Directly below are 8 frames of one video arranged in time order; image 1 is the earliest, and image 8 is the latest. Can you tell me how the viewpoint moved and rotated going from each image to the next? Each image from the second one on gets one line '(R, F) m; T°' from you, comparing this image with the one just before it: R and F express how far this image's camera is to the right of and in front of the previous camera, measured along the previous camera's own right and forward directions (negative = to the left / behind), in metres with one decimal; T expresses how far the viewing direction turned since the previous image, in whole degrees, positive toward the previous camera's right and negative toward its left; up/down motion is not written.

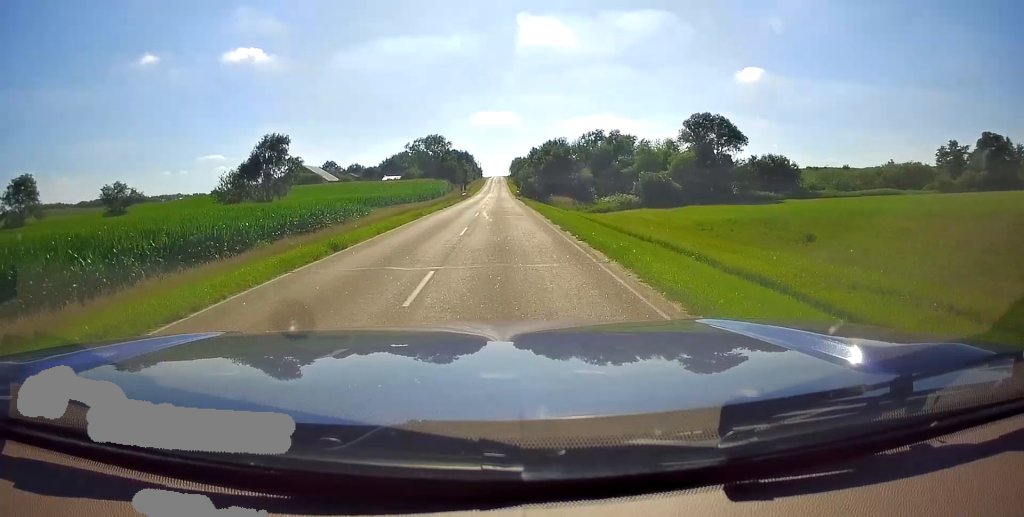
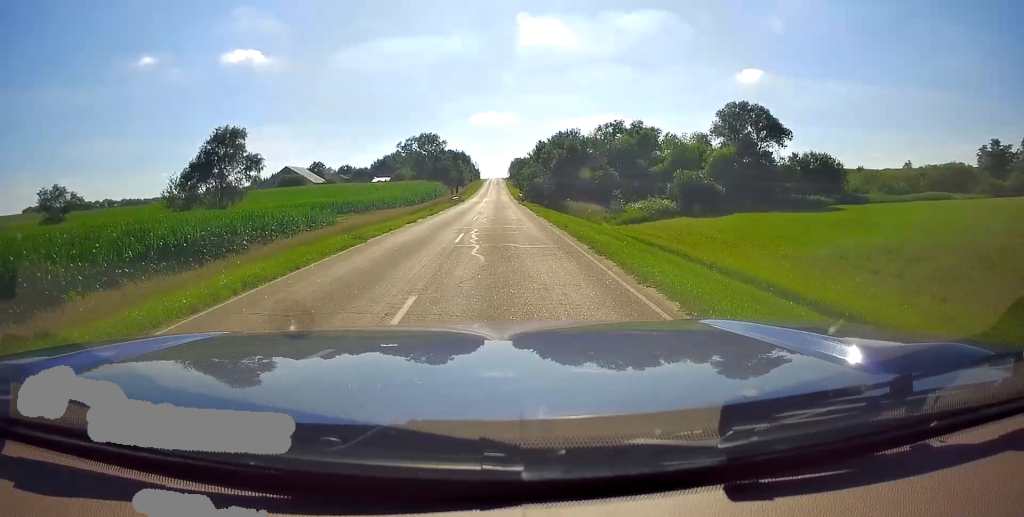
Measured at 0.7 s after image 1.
(0.0, +14.0) m; 0°
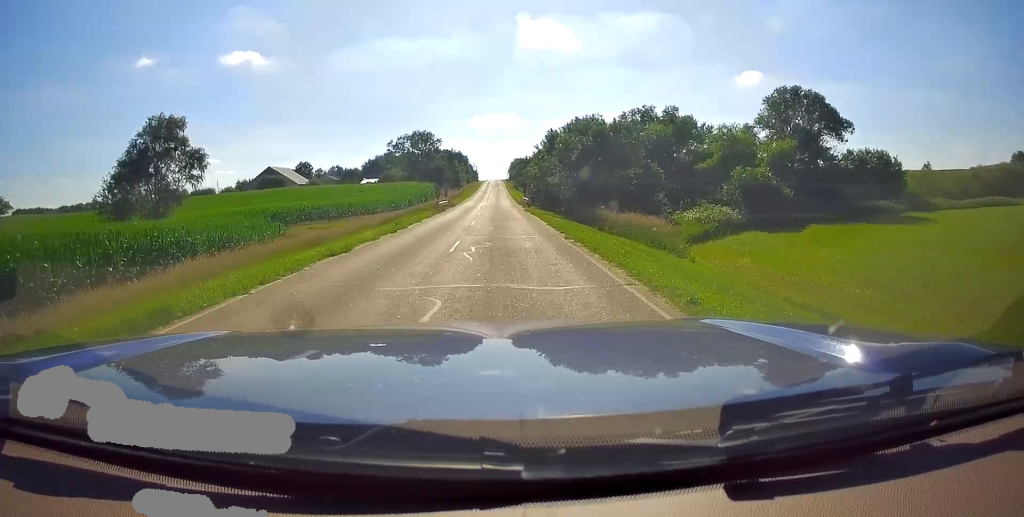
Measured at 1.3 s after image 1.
(0.0, +13.9) m; 0°
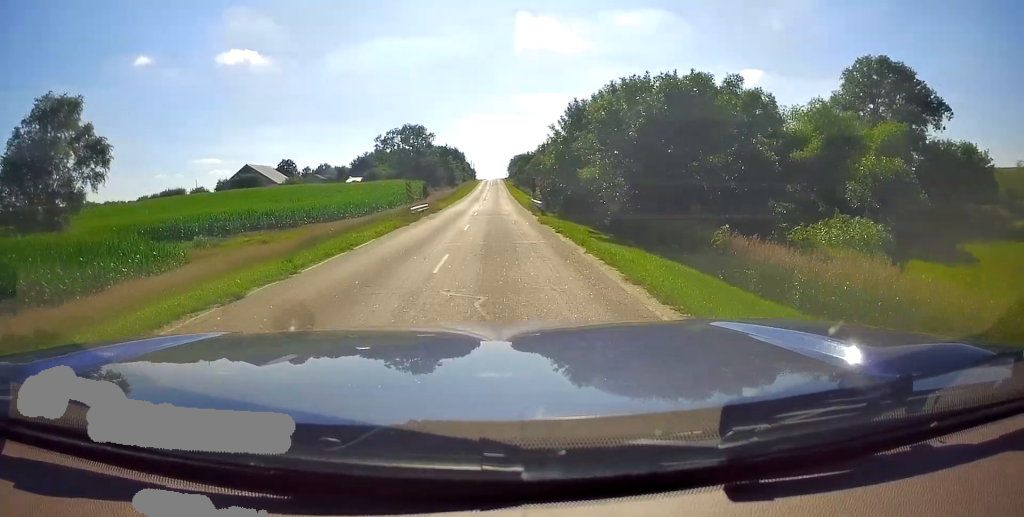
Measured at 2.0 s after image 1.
(0.0, +15.5) m; 0°
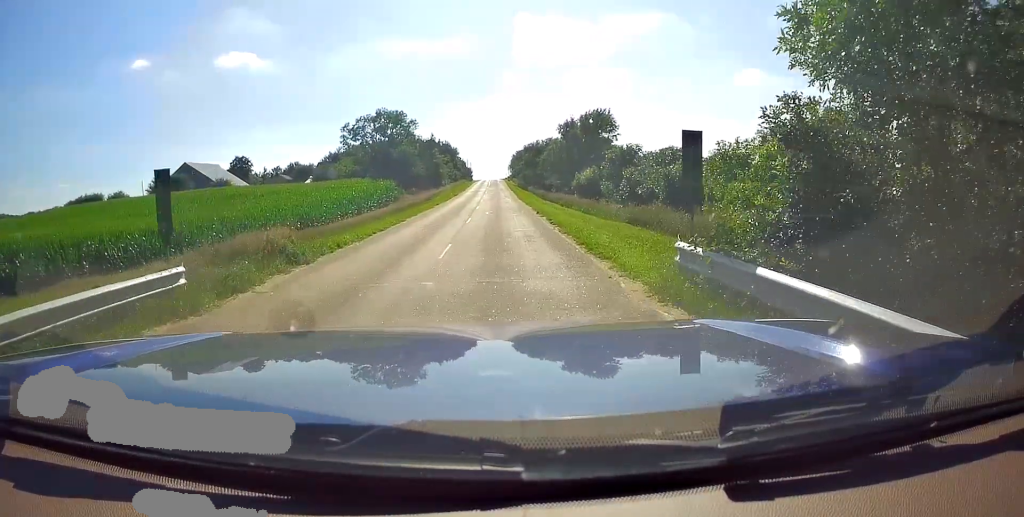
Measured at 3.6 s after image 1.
(0.0, +33.6) m; -1°
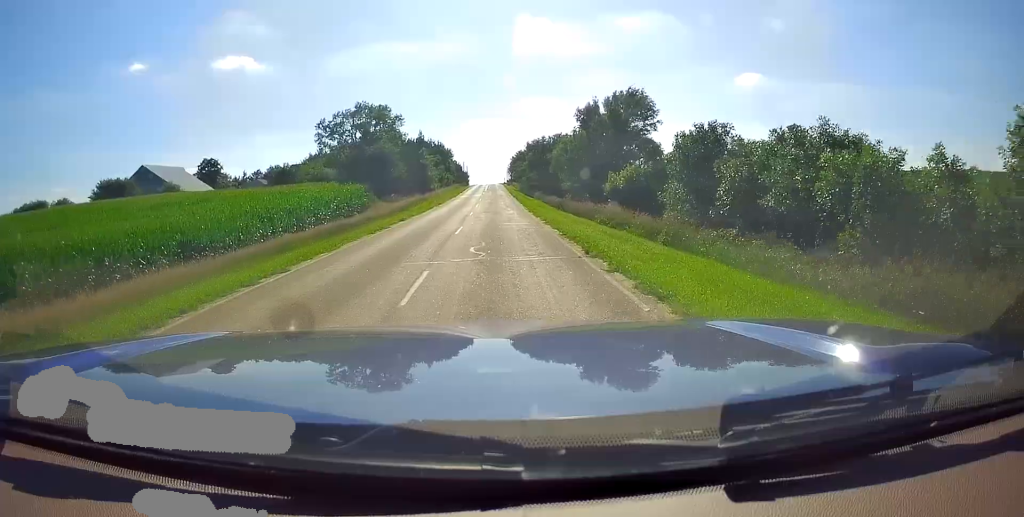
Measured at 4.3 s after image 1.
(-0.3, +16.6) m; 0°
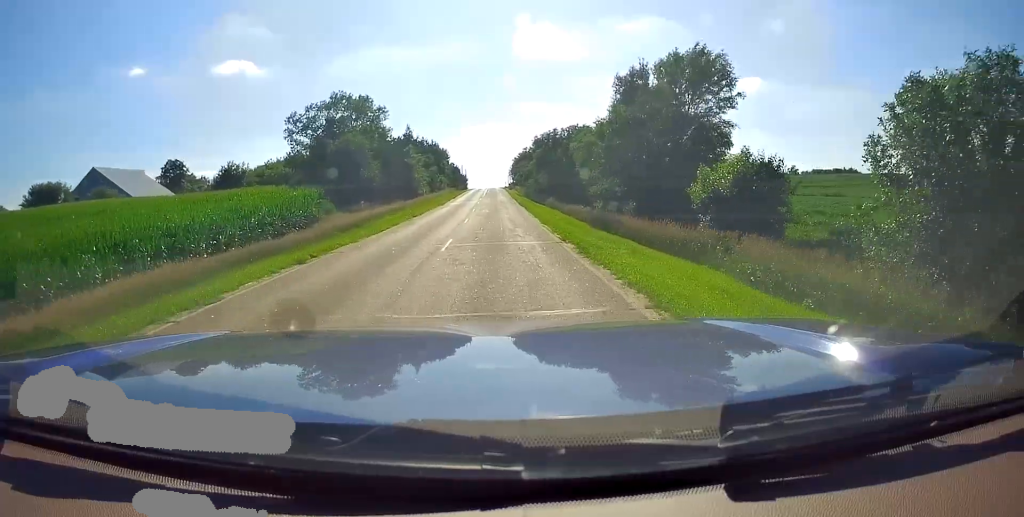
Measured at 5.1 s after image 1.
(-0.1, +16.4) m; +1°
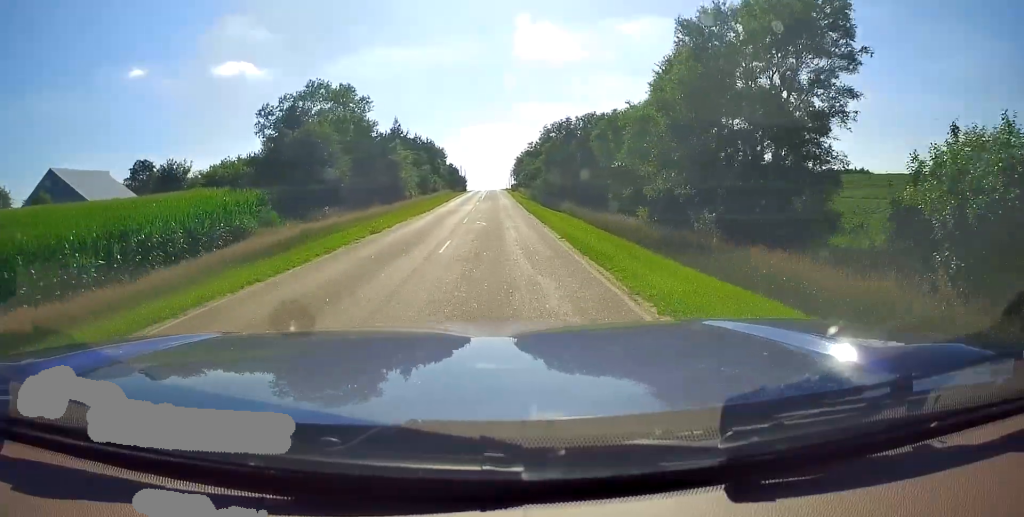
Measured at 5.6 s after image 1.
(+0.1, +12.0) m; +1°
